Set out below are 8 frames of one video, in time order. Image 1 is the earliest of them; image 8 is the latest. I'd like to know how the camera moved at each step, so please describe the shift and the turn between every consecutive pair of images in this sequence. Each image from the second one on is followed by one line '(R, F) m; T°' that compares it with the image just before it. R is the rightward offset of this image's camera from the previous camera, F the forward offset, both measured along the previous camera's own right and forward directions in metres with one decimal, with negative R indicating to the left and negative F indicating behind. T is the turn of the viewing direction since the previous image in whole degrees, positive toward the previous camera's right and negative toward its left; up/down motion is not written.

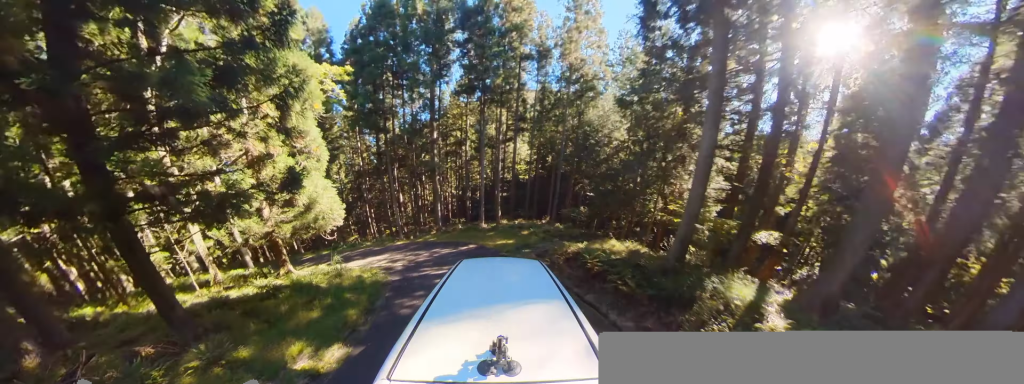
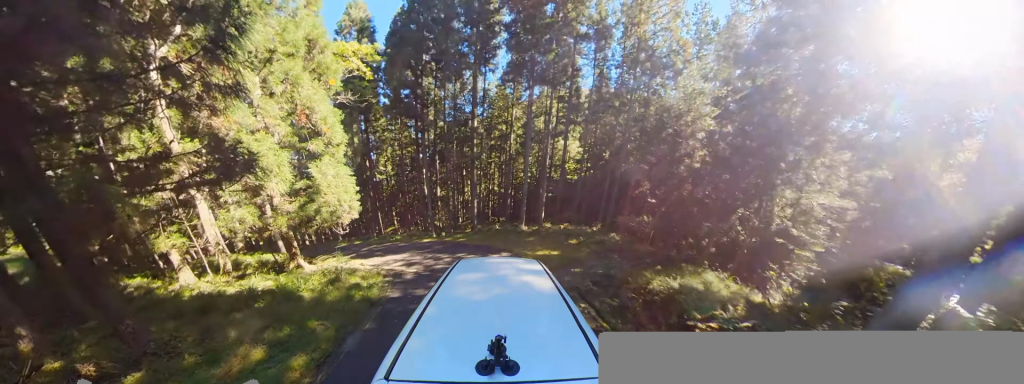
(-0.4, +3.3) m; -9°
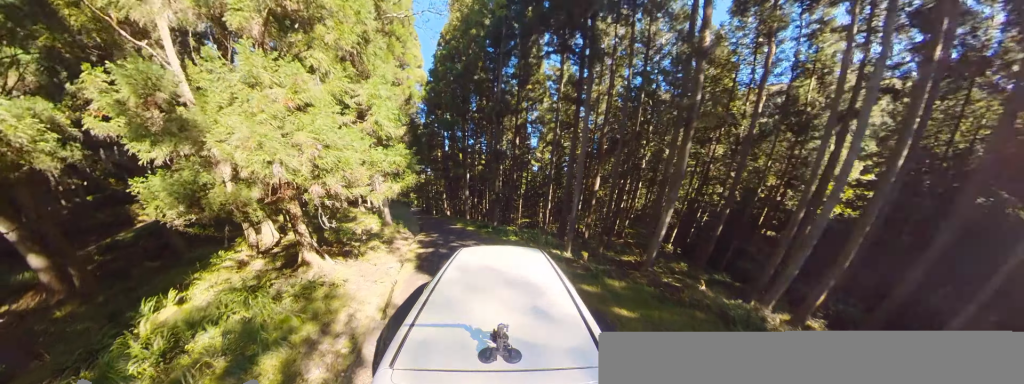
(-1.6, +12.4) m; -7°
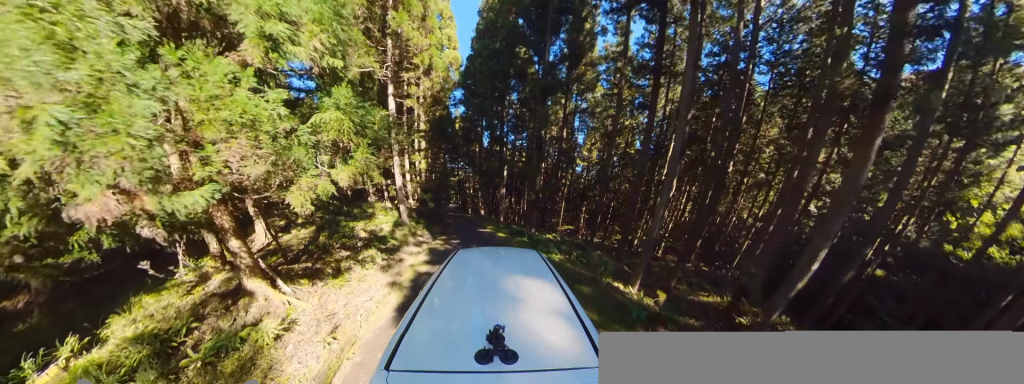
(+0.6, +4.4) m; -6°
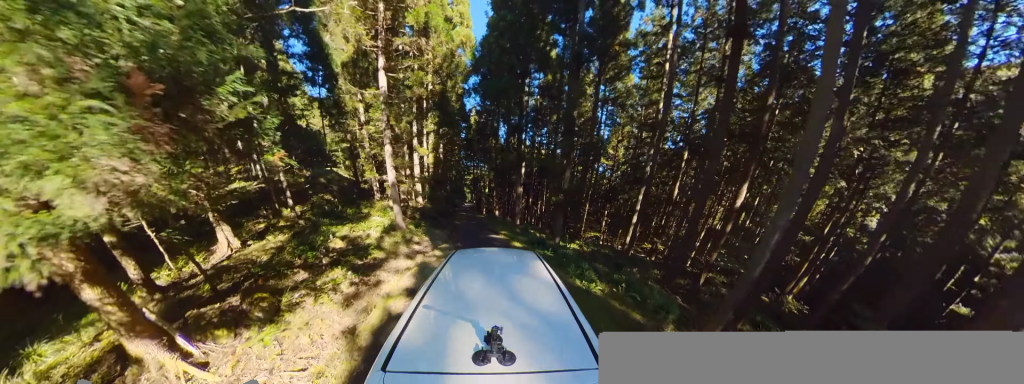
(-0.7, +3.5) m; -3°
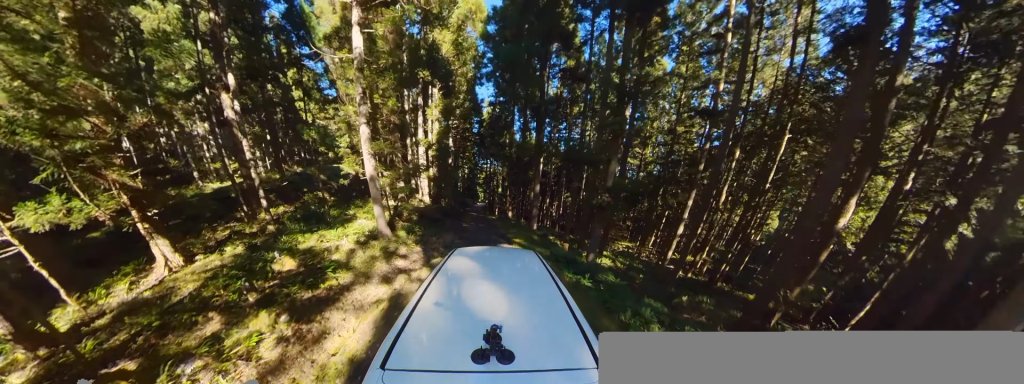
(-0.6, +3.3) m; -3°
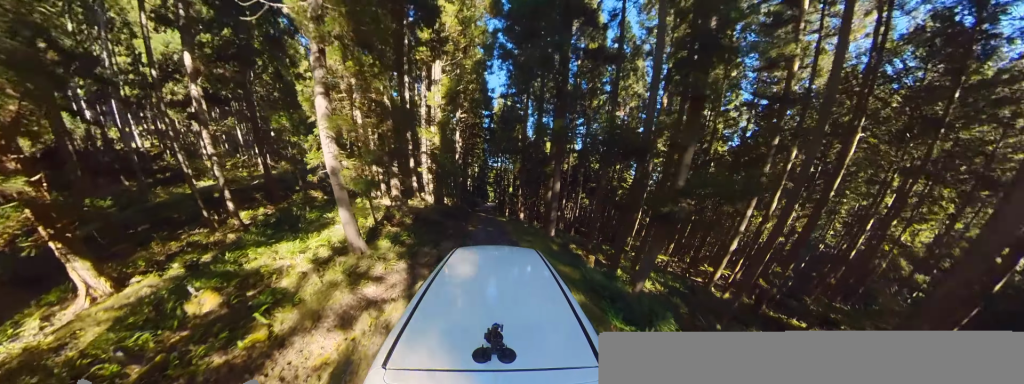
(+0.2, +2.9) m; -1°
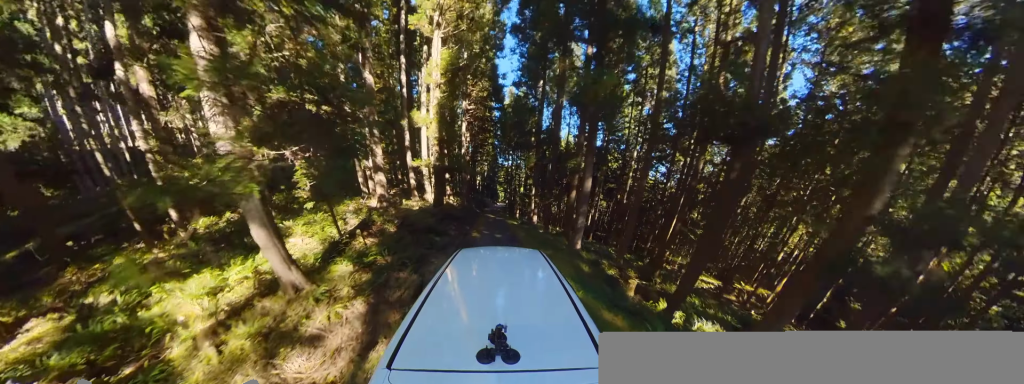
(+0.4, +3.1) m; 0°
